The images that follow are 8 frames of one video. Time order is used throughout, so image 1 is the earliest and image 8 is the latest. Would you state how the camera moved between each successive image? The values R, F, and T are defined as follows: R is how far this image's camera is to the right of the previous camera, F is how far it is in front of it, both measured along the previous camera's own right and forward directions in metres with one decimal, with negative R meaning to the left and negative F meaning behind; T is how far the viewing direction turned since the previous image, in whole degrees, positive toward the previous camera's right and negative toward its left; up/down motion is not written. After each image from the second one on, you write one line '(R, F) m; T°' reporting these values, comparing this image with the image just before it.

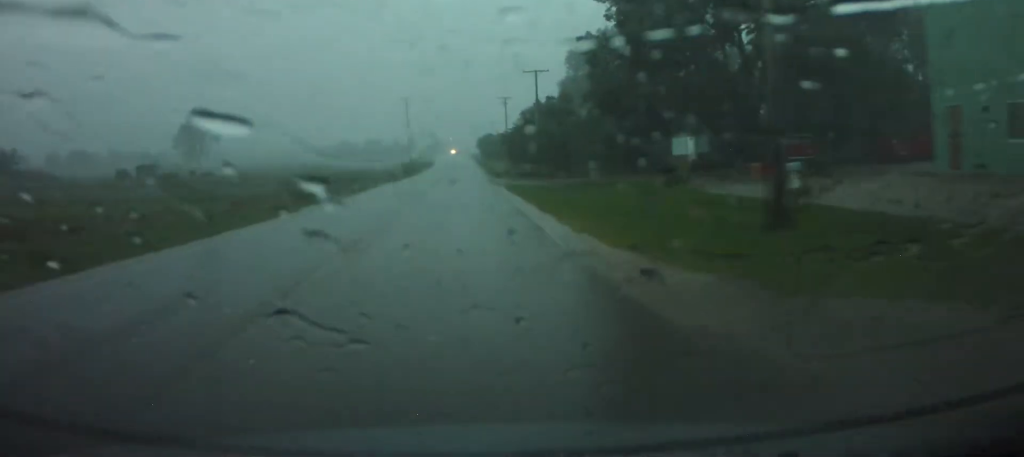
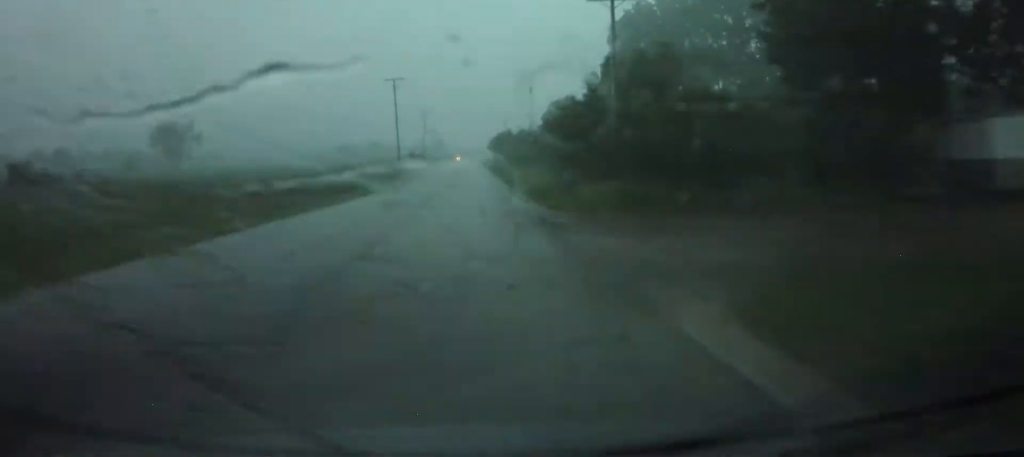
(-0.1, +36.8) m; -1°
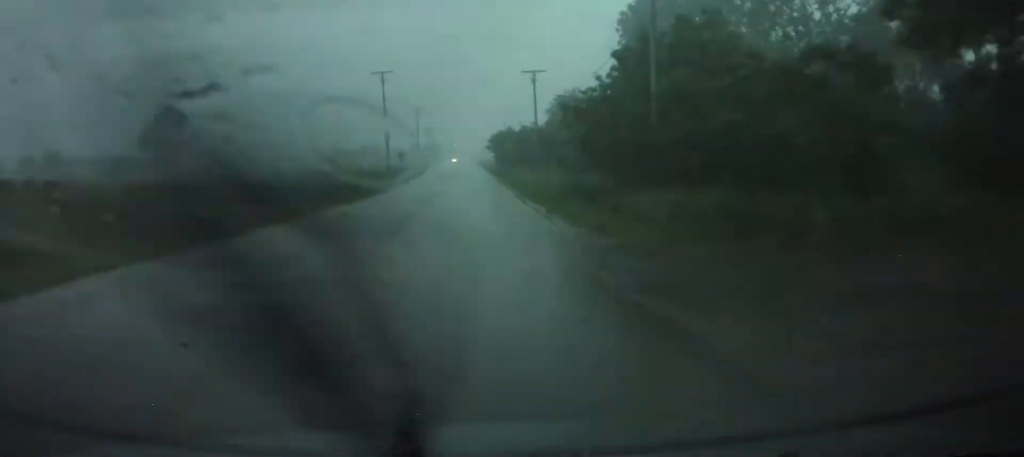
(-0.1, +9.7) m; 0°
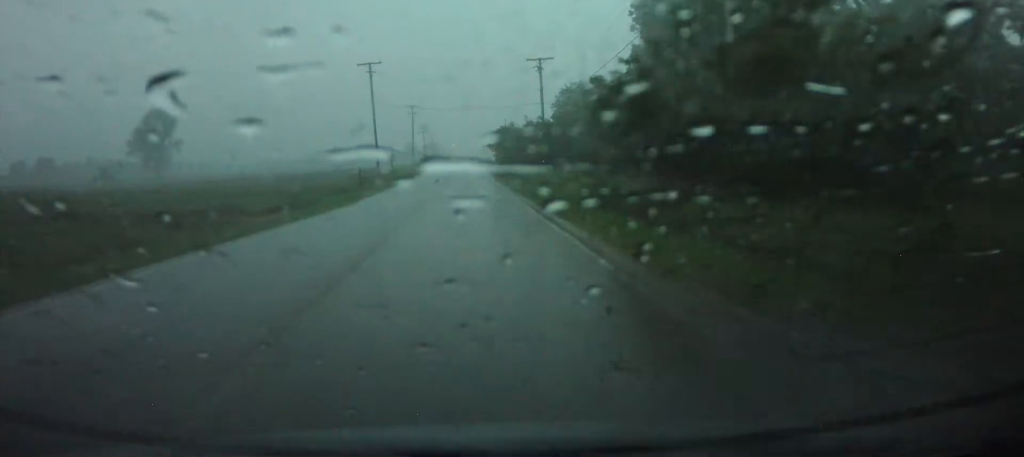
(0.0, +9.6) m; 0°
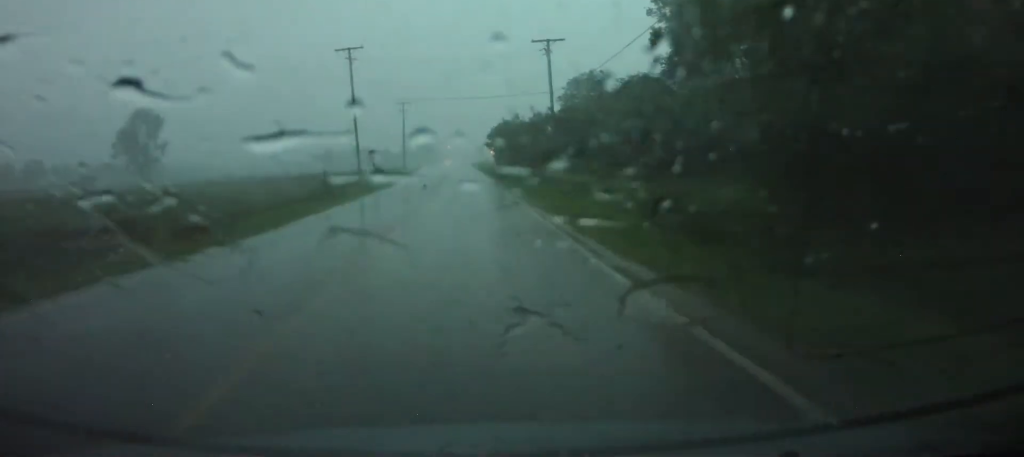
(0.0, +11.3) m; 0°
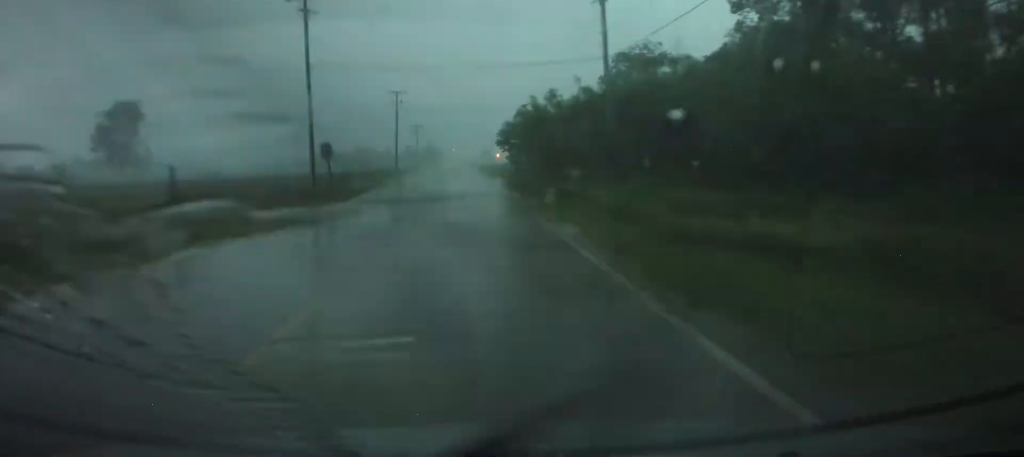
(0.0, +22.5) m; -1°
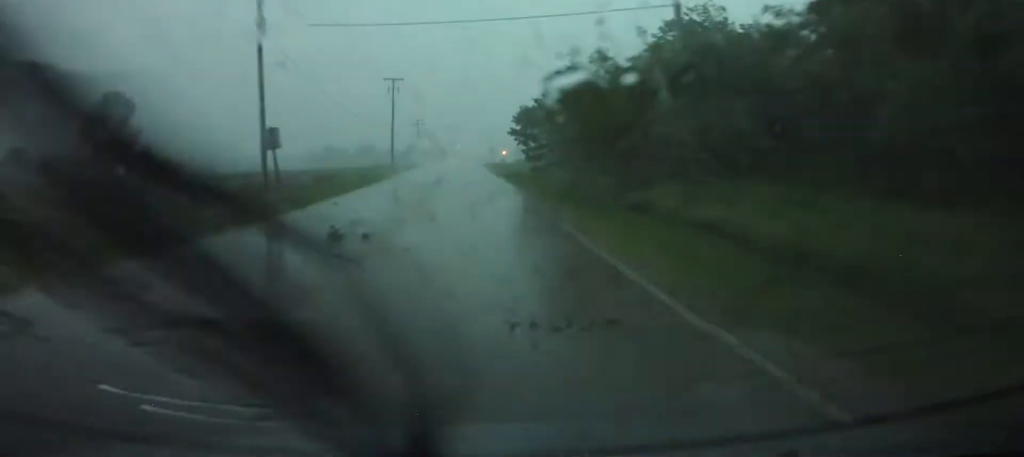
(-0.1, +12.8) m; 0°
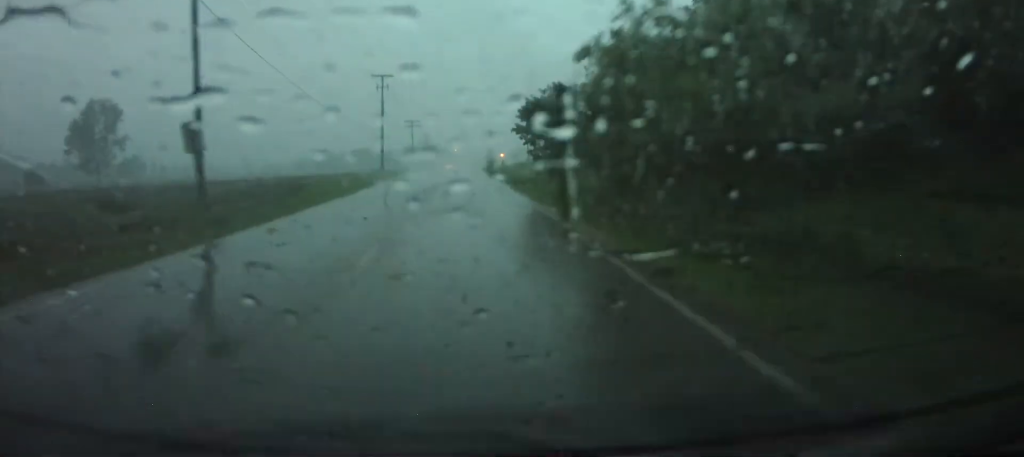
(-0.1, +8.3) m; +1°
